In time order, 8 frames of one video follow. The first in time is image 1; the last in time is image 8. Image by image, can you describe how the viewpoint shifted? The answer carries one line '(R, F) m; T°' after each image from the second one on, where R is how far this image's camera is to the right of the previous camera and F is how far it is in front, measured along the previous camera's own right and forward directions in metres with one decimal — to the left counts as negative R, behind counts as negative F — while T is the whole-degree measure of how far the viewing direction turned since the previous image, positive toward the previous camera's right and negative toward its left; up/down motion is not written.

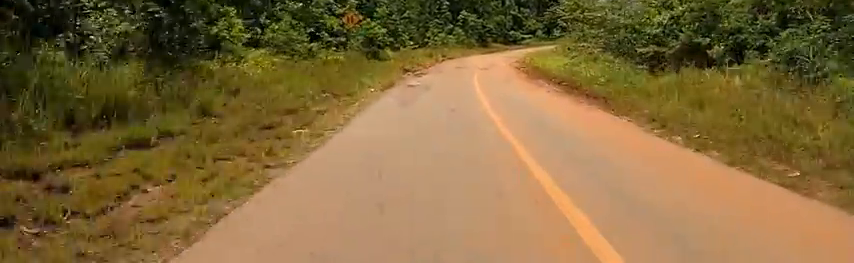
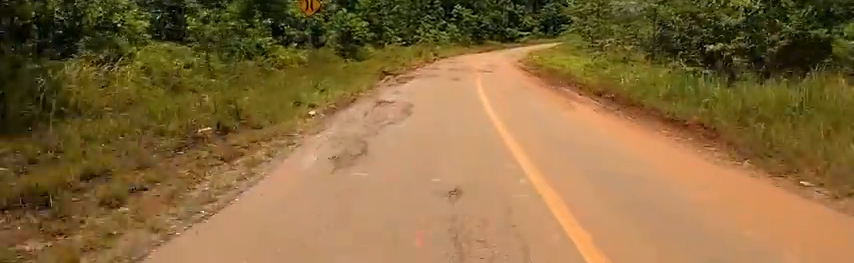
(-0.5, +4.4) m; +2°
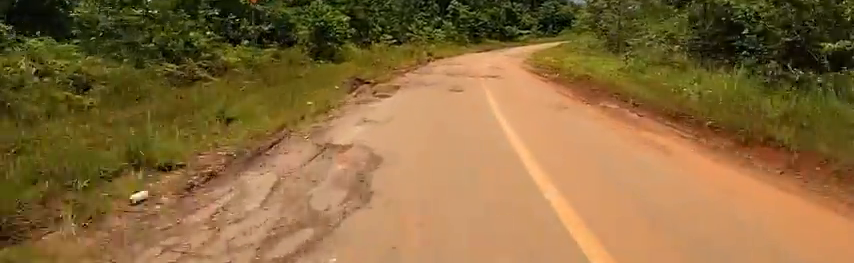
(+0.9, +3.4) m; +3°
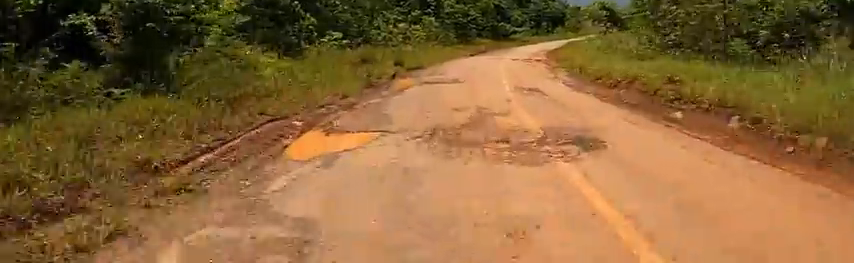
(-0.3, +9.0) m; -4°
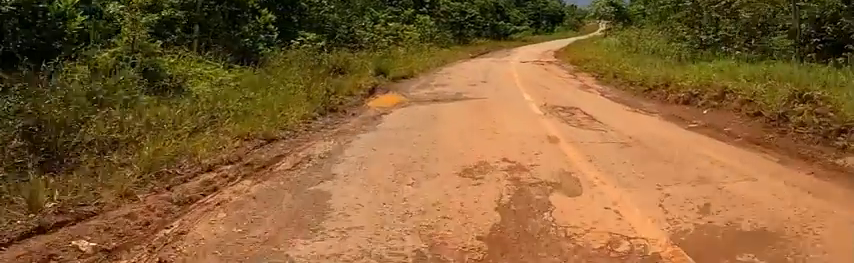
(+0.5, +3.5) m; +1°
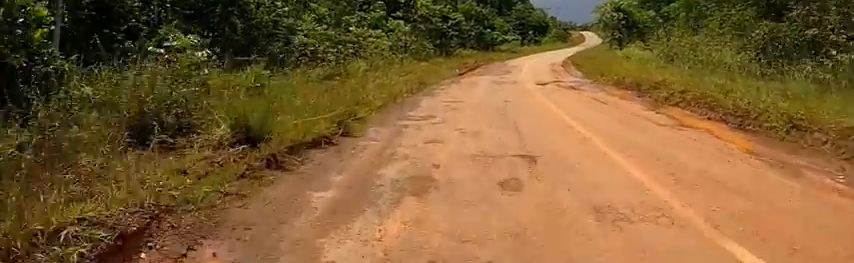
(+0.8, +10.2) m; +13°
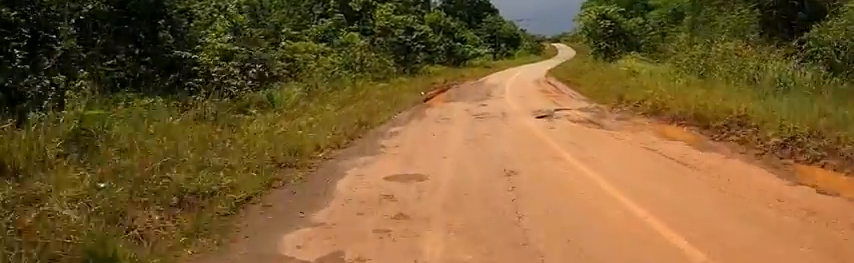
(+0.5, +6.9) m; -1°
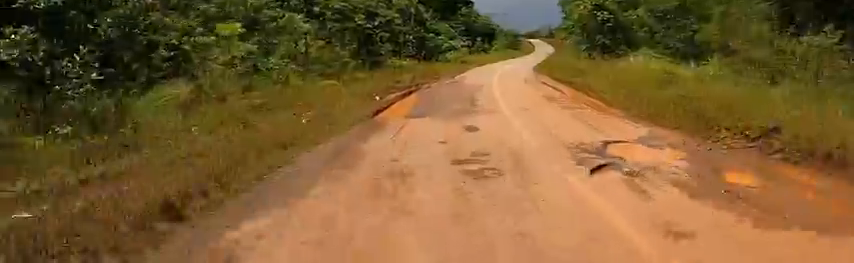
(-0.6, +7.2) m; -3°
